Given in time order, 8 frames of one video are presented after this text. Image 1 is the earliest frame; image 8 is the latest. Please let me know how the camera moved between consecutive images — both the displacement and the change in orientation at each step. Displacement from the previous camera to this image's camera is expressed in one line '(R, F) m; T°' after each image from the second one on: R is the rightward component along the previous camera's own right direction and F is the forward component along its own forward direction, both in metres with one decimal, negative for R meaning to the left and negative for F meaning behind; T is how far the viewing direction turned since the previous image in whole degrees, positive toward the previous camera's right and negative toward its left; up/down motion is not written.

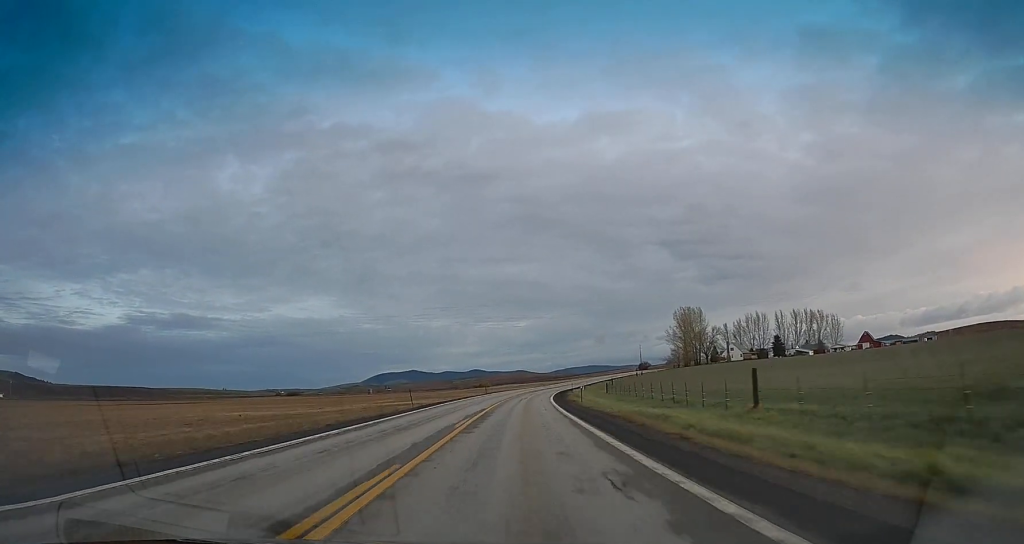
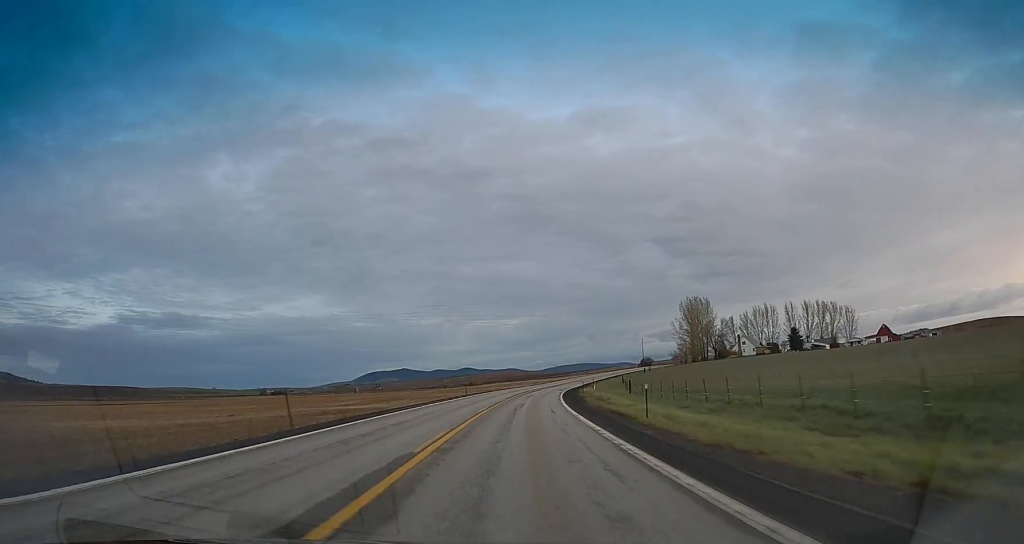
(-0.3, +23.2) m; 0°
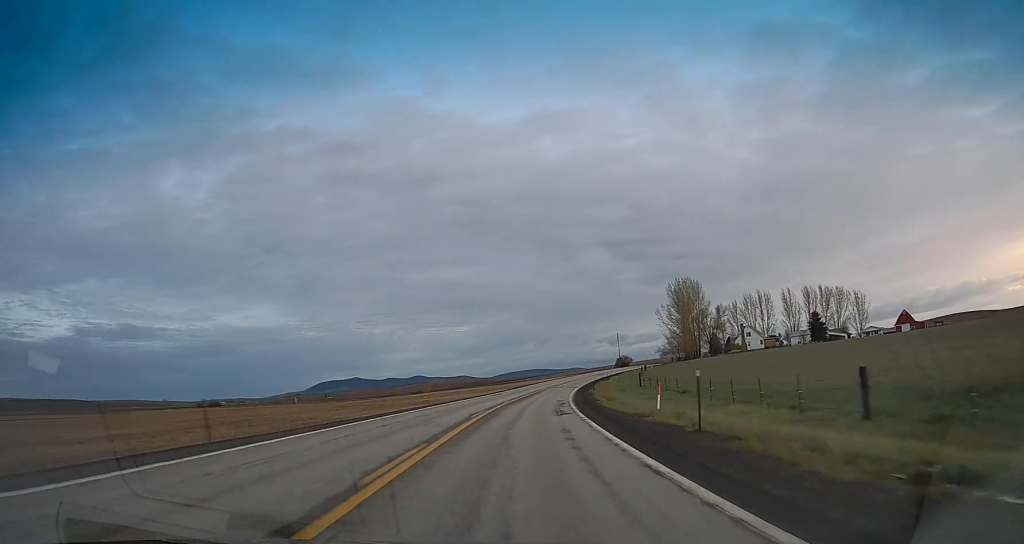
(+0.4, +49.9) m; +2°
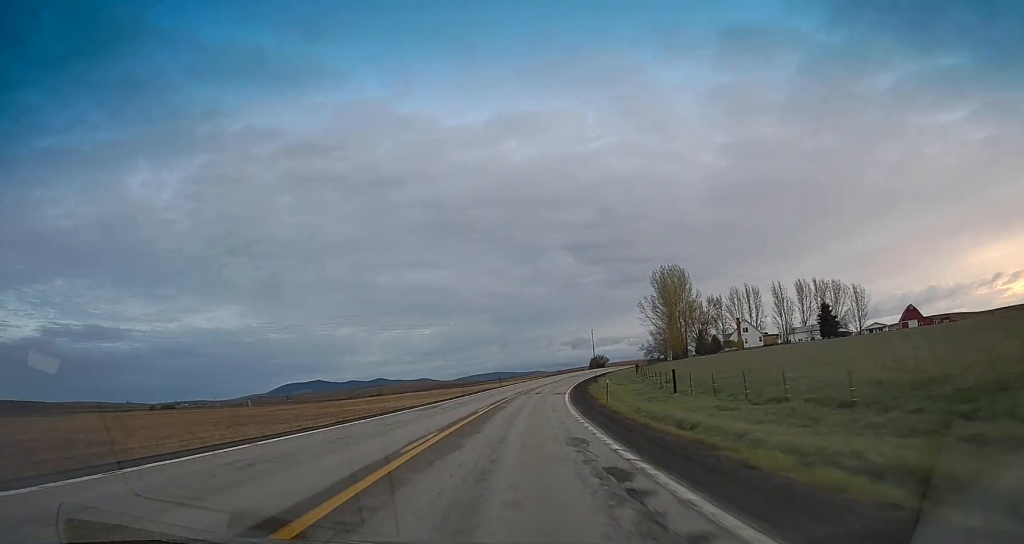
(+0.7, +26.7) m; +2°
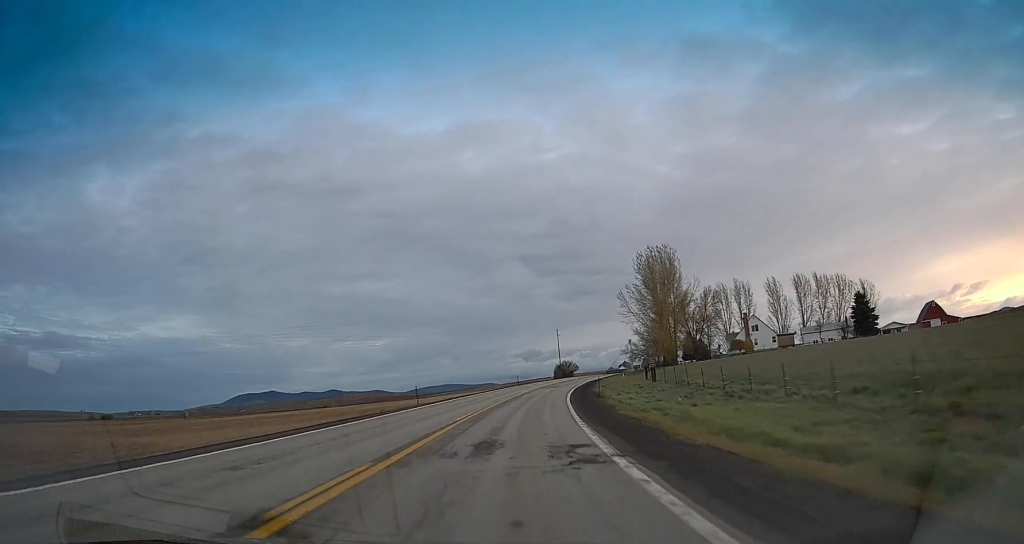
(+0.8, +36.6) m; +4°
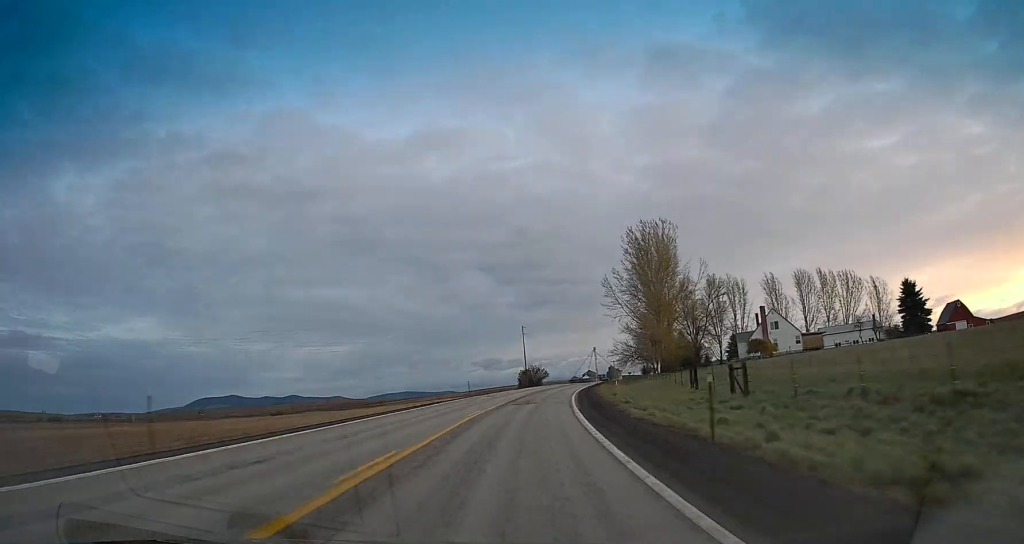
(+1.2, +28.6) m; +3°
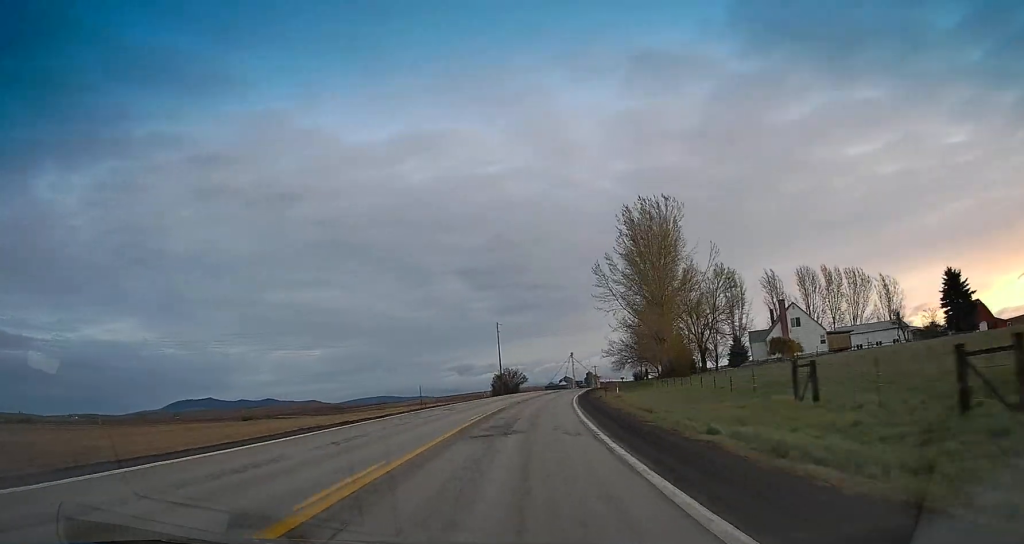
(-0.4, +17.0) m; +2°
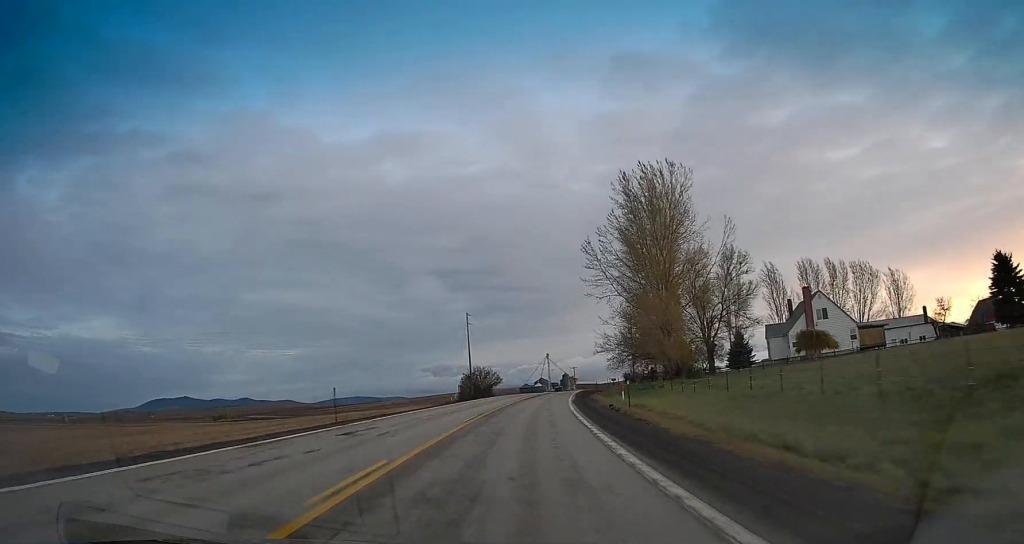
(+0.8, +15.2) m; +2°
